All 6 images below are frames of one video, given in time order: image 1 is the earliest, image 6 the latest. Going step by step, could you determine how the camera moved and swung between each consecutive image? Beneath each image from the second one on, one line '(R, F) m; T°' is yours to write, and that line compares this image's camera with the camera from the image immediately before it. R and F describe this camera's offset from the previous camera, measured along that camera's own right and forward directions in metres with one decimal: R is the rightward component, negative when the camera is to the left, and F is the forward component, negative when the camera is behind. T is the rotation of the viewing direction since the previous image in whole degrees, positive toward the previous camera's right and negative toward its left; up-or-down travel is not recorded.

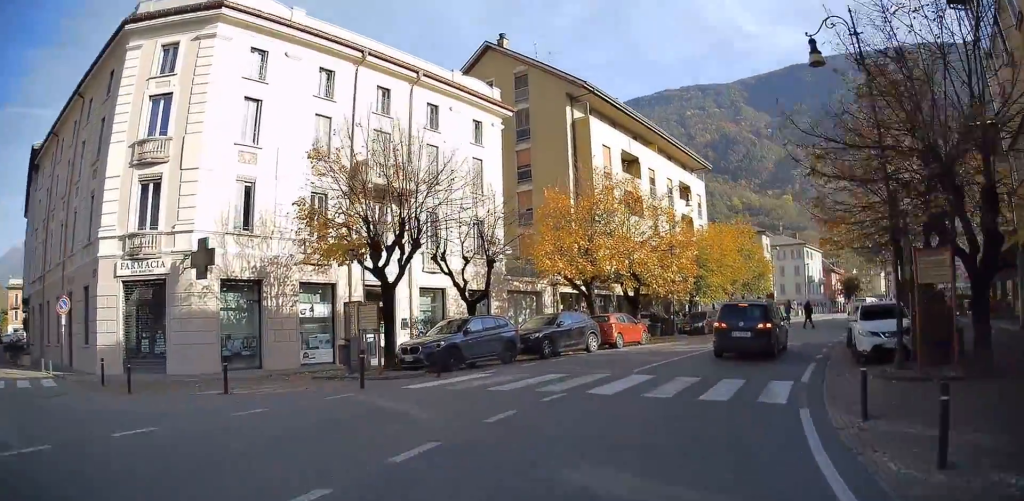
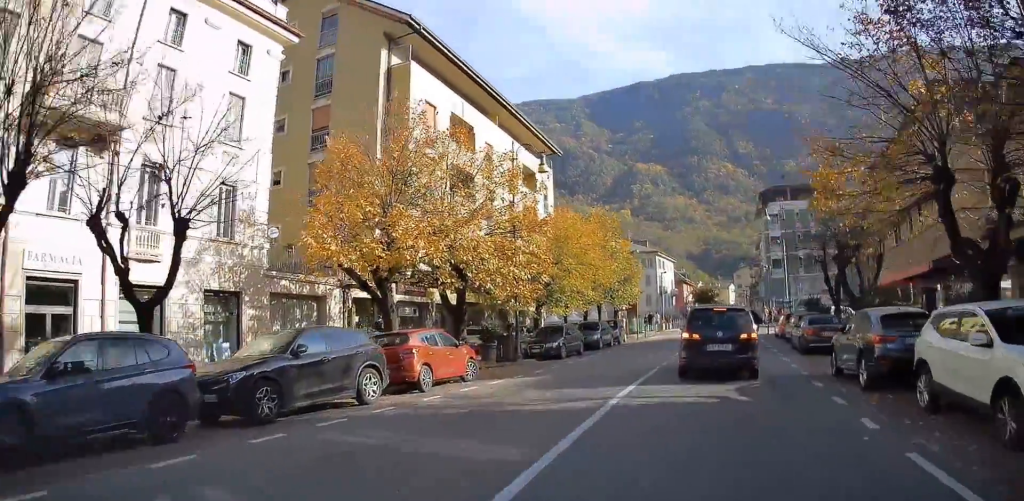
(+1.3, +9.5) m; +21°
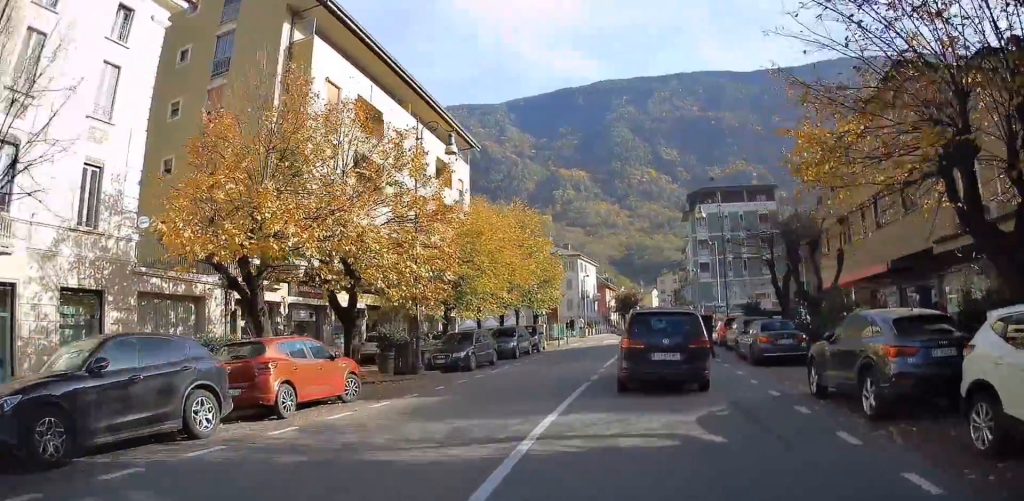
(+0.5, +2.4) m; +8°
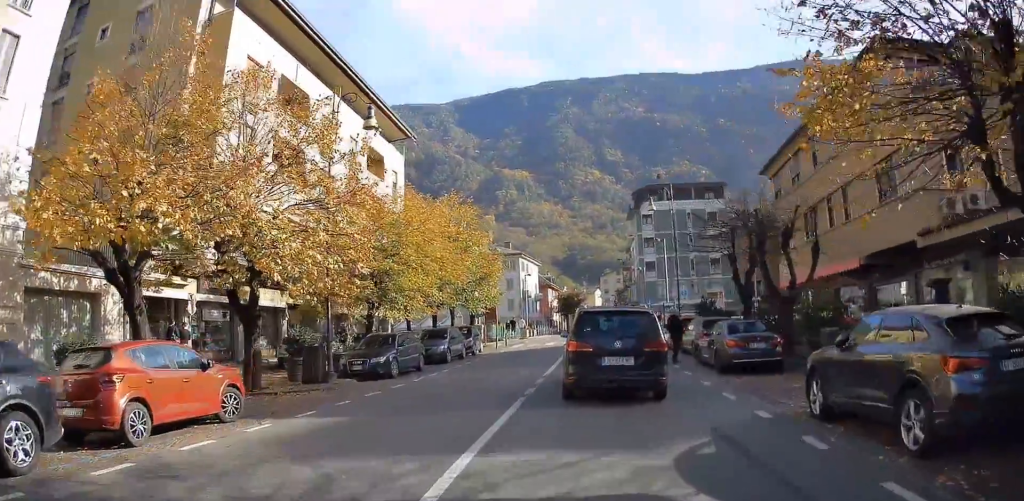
(+0.2, +2.1) m; +7°
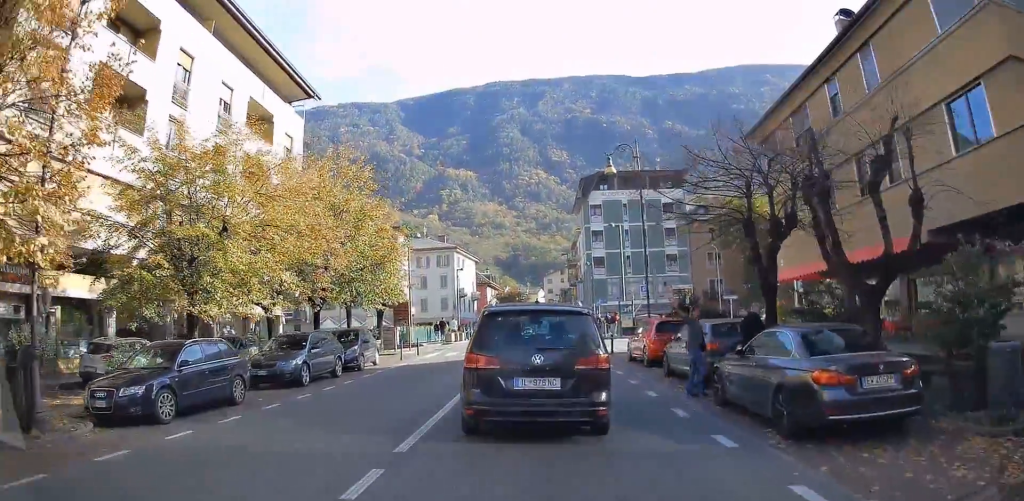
(+0.5, +6.8) m; +5°
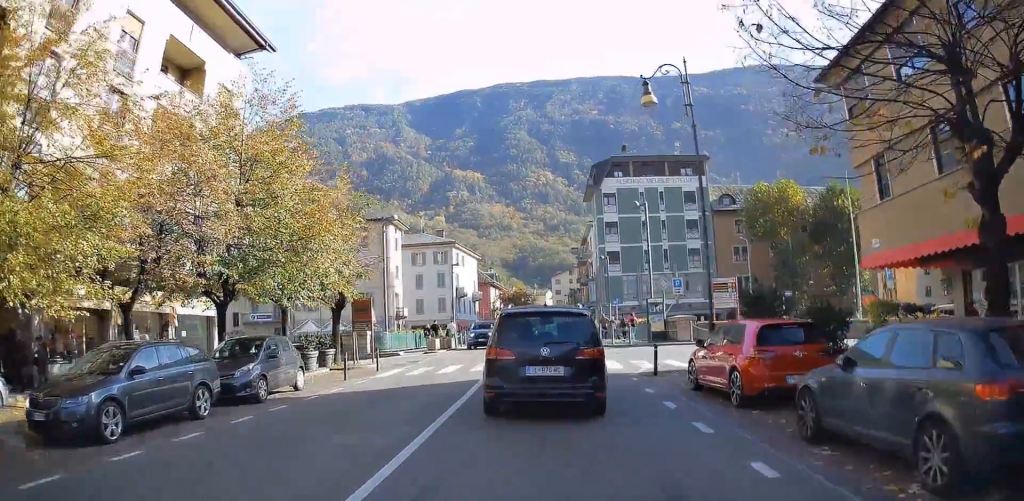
(-0.1, +6.8) m; -11°
